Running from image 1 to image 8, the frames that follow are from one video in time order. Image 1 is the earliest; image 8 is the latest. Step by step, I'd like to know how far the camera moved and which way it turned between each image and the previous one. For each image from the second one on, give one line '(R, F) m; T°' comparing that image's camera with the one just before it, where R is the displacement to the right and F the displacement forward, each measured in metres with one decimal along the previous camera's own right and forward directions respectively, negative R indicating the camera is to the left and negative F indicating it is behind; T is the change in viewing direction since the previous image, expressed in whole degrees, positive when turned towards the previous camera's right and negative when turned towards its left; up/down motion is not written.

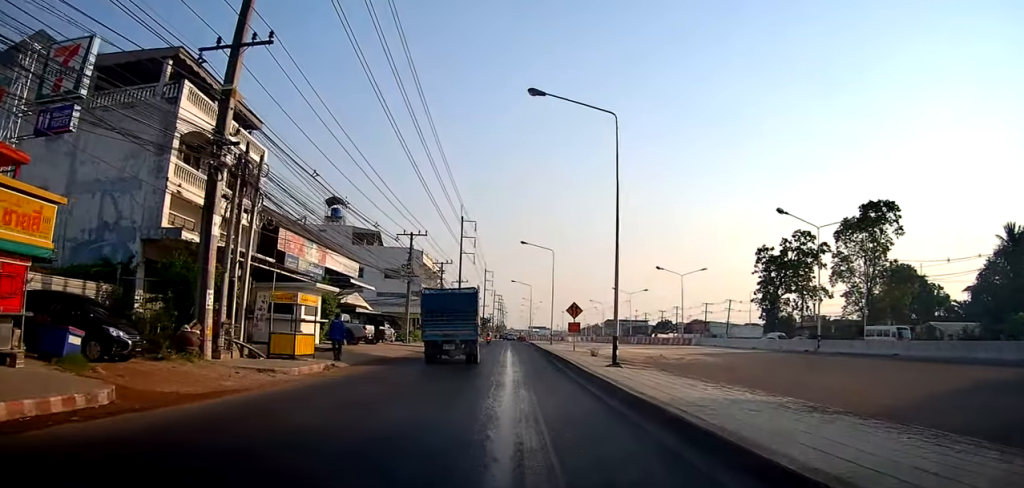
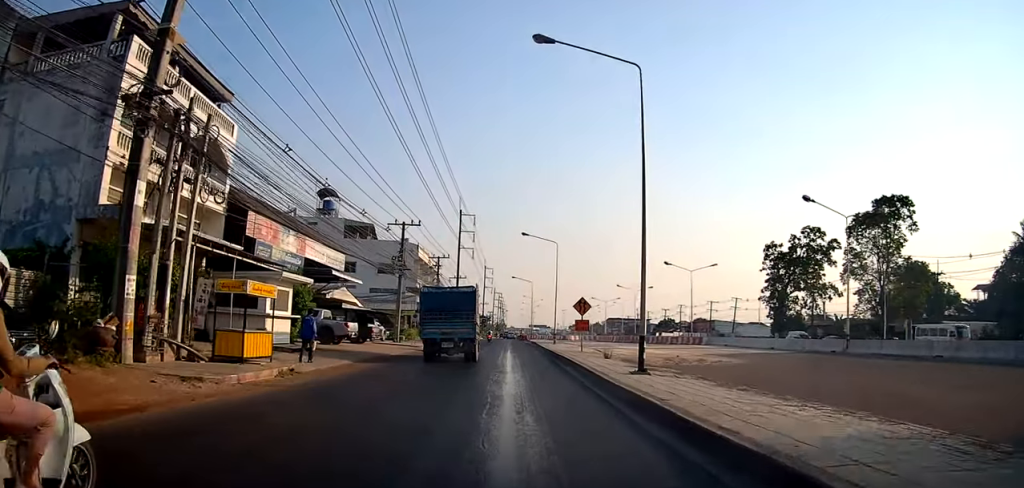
(-0.1, +3.7) m; +2°
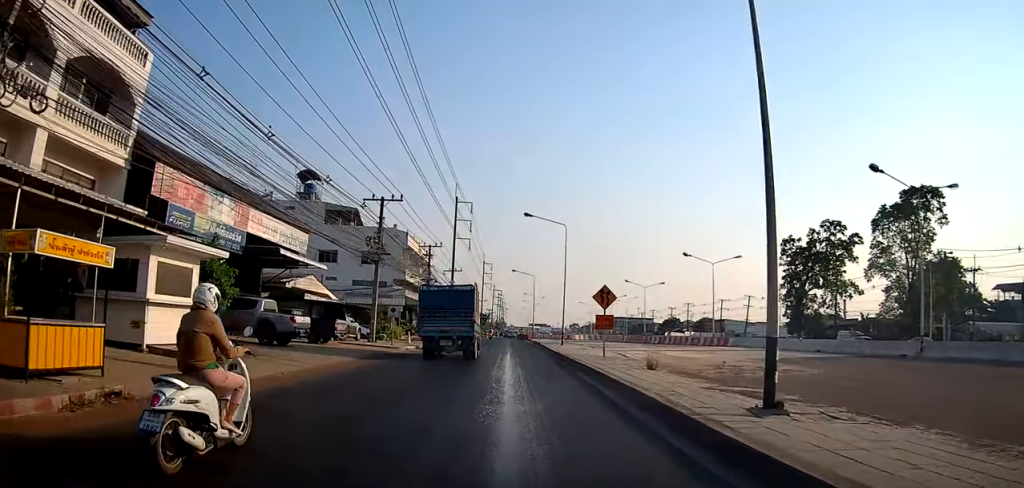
(+0.4, +7.4) m; +1°
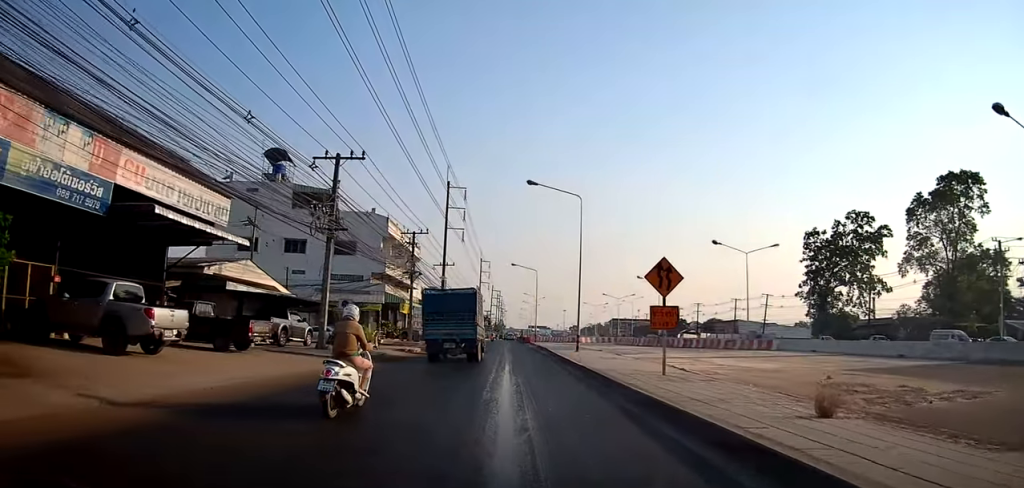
(-0.3, +9.2) m; 0°
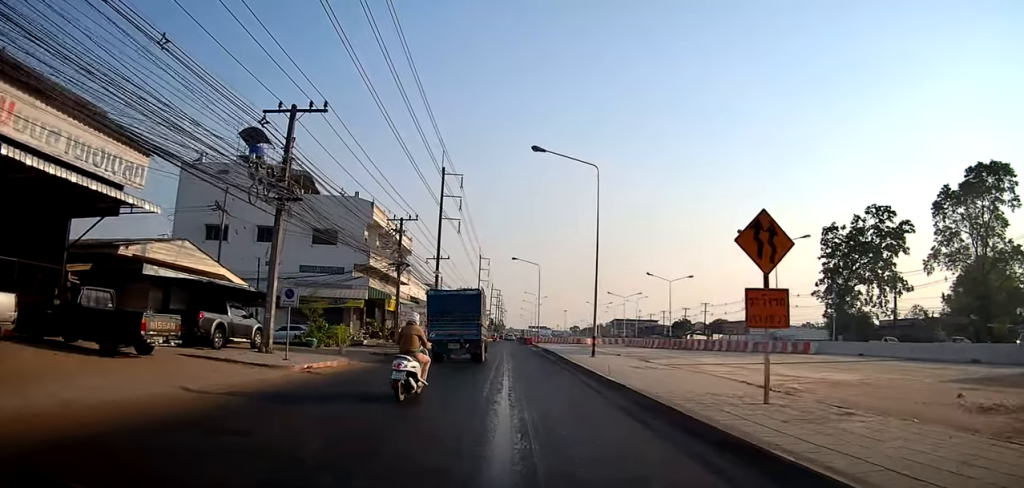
(+0.1, +5.9) m; +1°
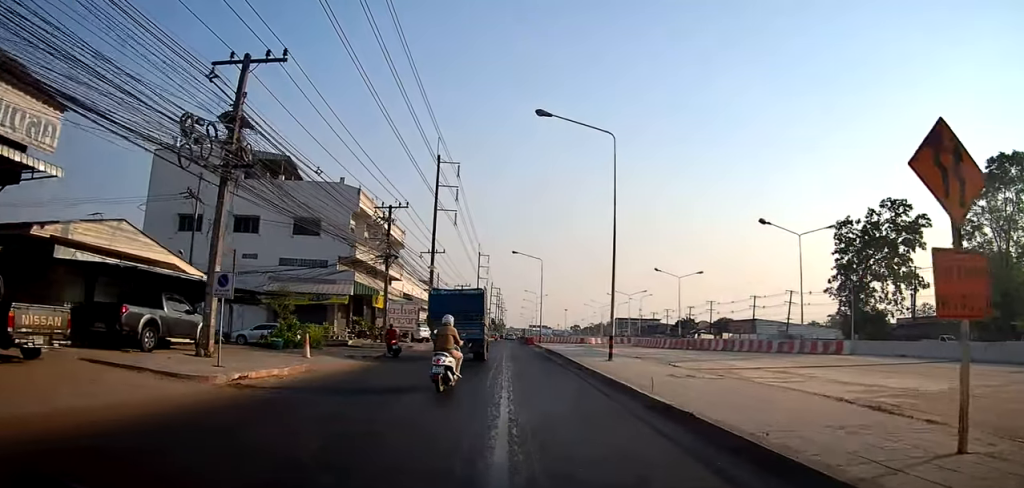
(+0.2, +4.2) m; +2°
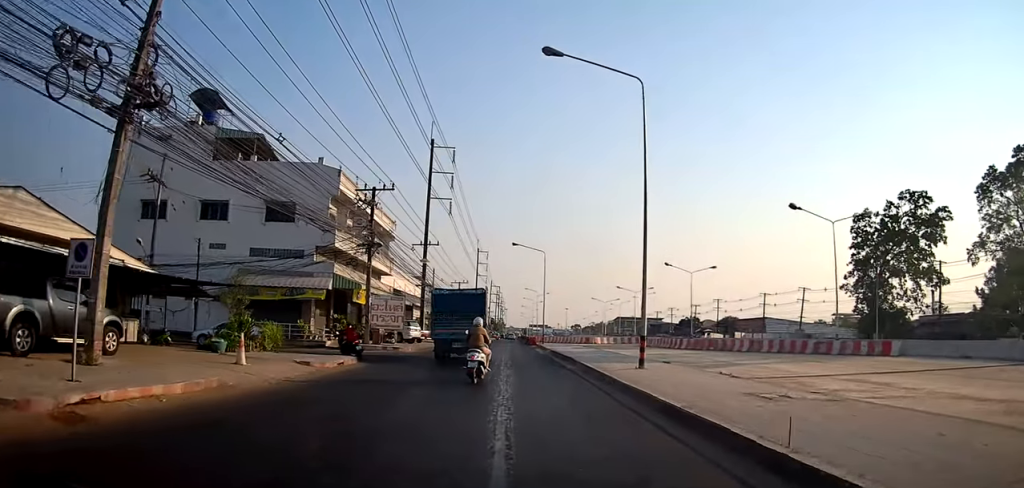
(0.0, +5.0) m; 0°
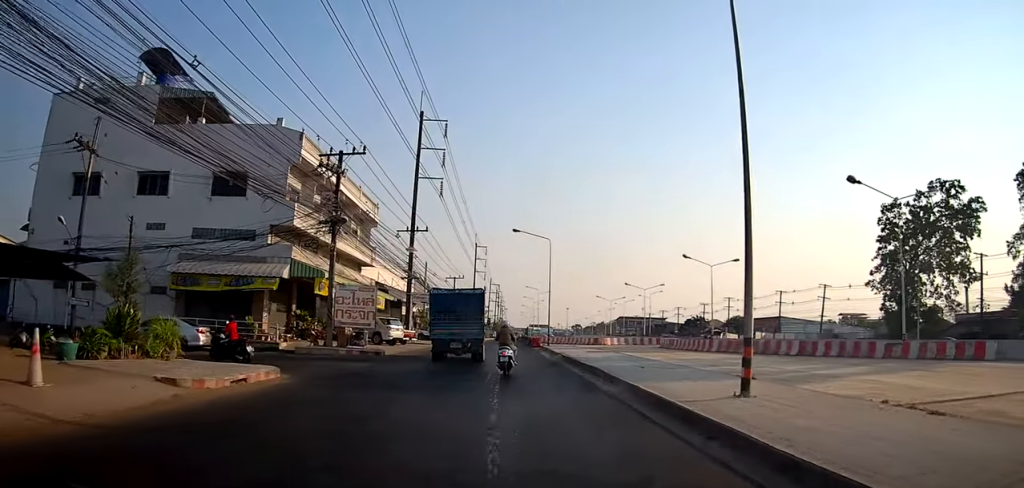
(0.0, +7.2) m; -1°
